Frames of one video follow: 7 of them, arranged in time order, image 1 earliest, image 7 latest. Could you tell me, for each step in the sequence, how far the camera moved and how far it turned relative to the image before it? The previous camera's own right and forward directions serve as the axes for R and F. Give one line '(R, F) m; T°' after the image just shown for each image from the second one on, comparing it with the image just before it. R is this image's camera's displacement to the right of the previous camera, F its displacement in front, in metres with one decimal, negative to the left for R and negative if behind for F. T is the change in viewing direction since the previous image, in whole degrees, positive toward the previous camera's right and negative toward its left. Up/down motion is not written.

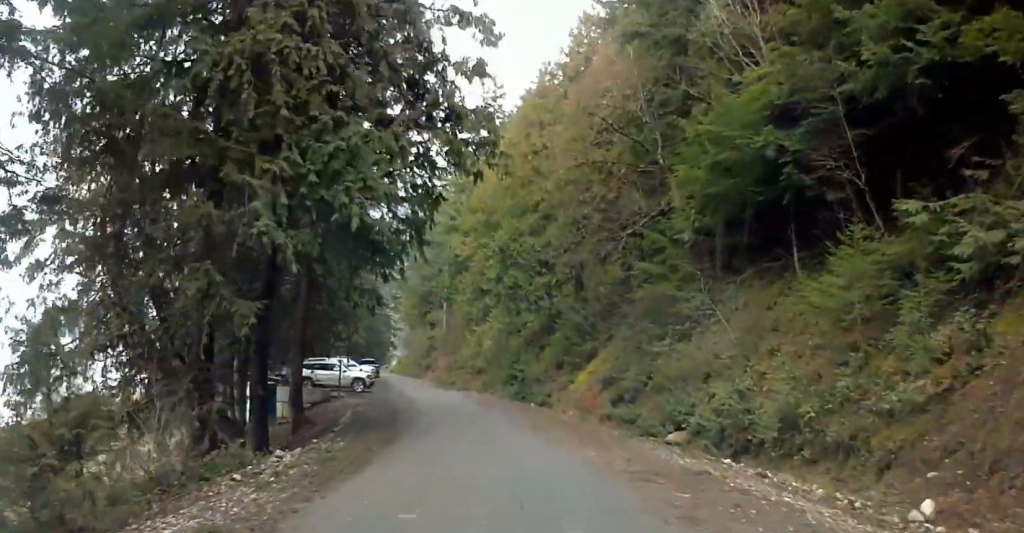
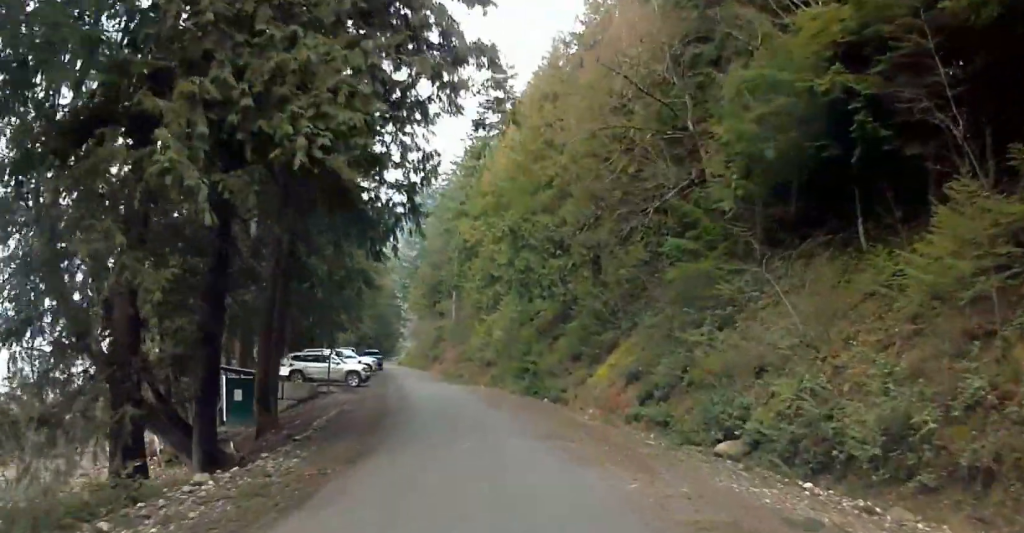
(-0.2, +4.5) m; 0°
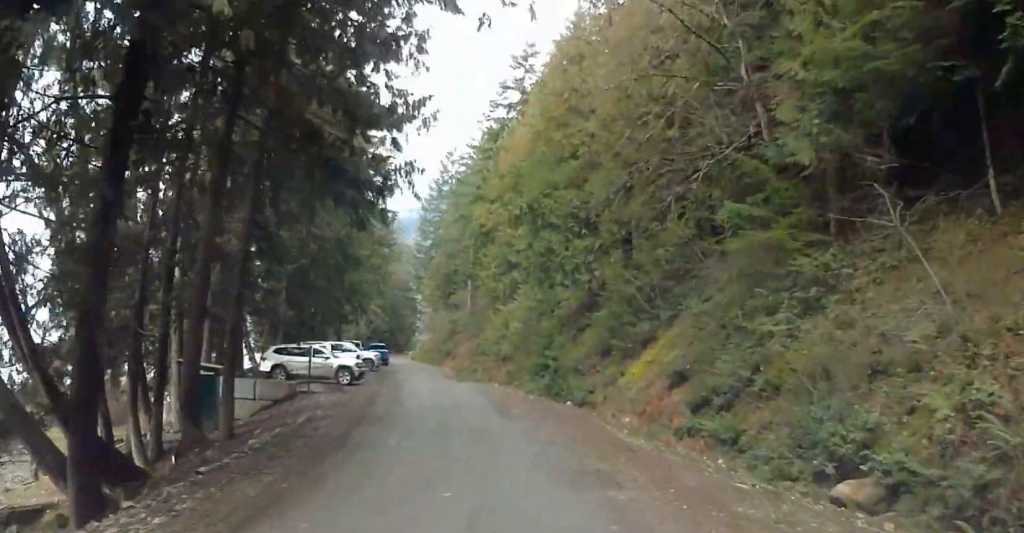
(+0.1, +6.1) m; -2°
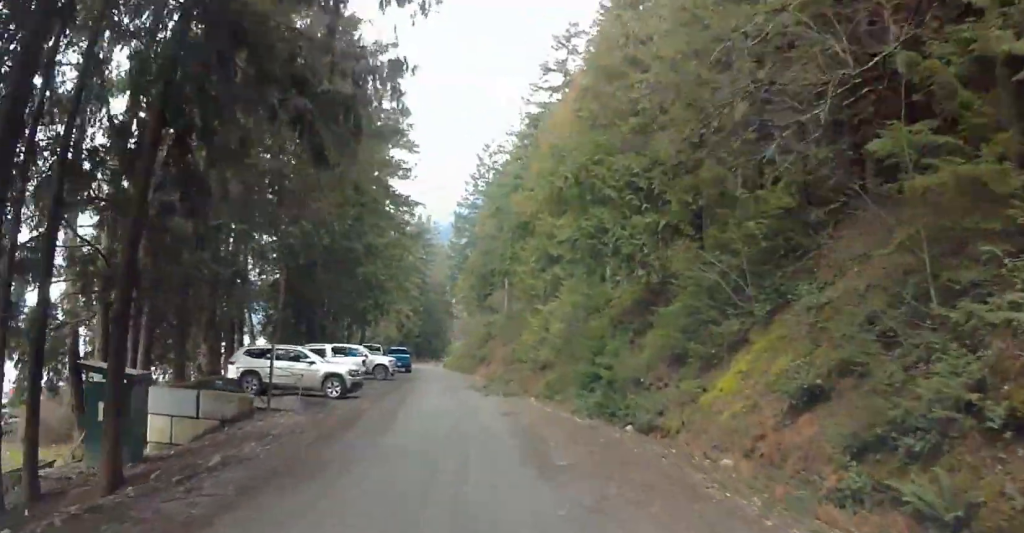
(-0.4, +8.2) m; -8°
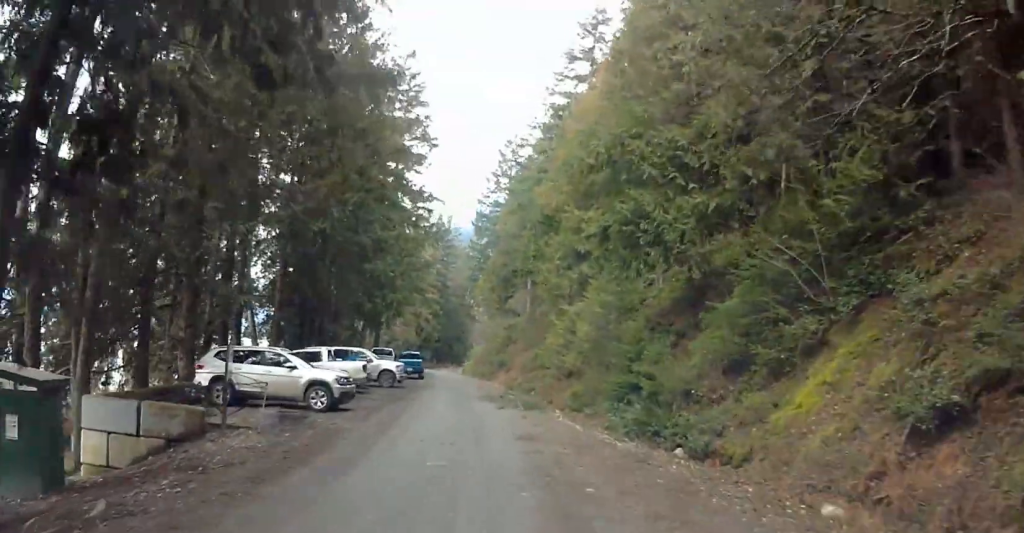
(-0.2, +4.3) m; -4°
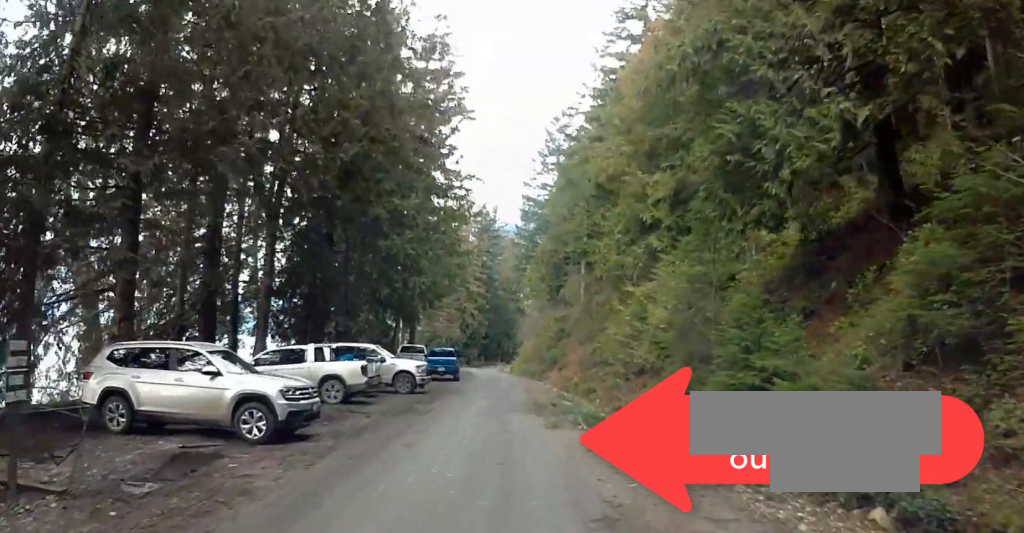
(-0.3, +8.2) m; -1°
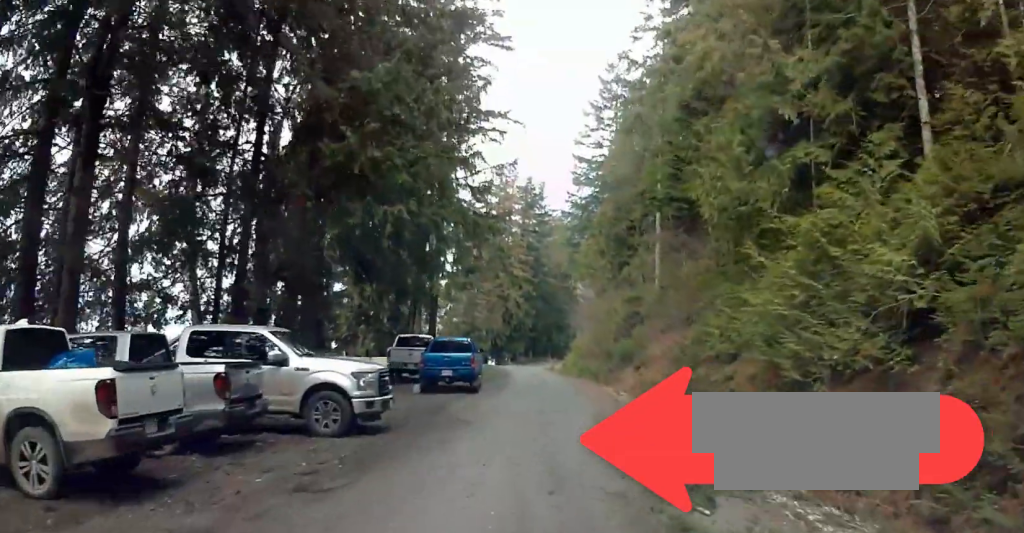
(-0.1, +17.8) m; 0°
